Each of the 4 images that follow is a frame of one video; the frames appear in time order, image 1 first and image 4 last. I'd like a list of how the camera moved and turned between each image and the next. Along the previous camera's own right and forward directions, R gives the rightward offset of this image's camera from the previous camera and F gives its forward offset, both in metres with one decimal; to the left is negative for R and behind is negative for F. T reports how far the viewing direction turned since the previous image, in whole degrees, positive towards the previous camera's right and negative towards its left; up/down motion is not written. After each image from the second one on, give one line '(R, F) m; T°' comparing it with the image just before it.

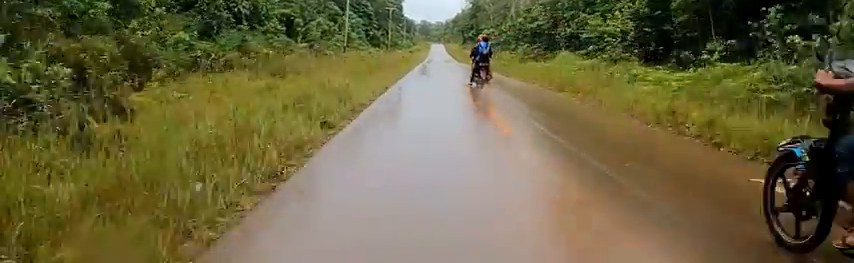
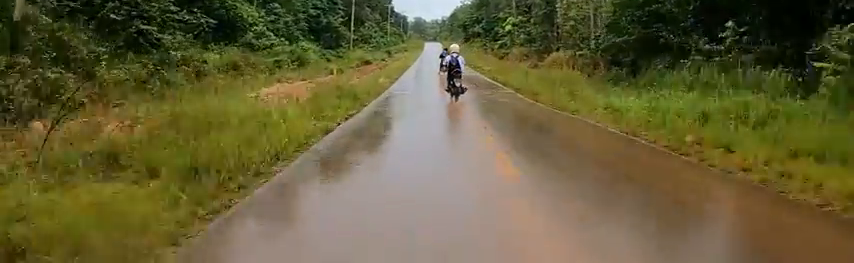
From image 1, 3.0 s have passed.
(+1.1, +43.7) m; +1°
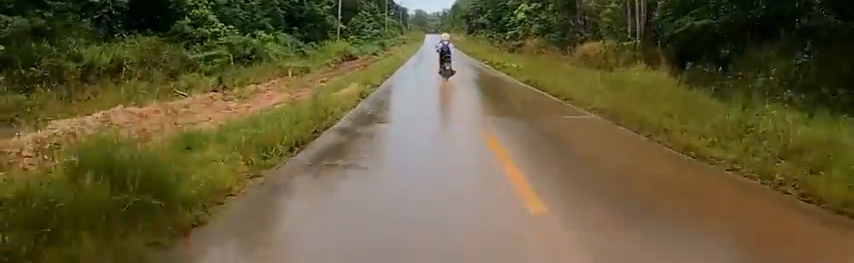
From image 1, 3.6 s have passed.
(-0.5, +9.2) m; -3°
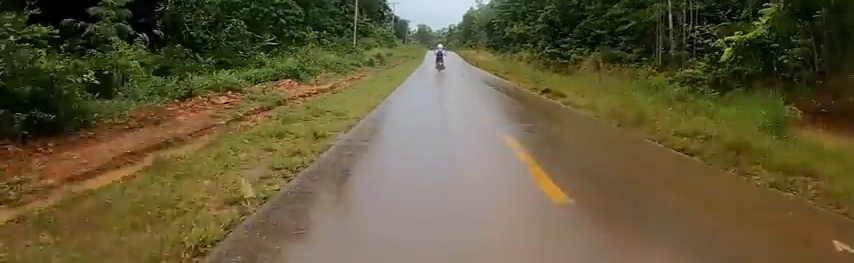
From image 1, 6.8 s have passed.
(+3.0, +48.6) m; +5°
